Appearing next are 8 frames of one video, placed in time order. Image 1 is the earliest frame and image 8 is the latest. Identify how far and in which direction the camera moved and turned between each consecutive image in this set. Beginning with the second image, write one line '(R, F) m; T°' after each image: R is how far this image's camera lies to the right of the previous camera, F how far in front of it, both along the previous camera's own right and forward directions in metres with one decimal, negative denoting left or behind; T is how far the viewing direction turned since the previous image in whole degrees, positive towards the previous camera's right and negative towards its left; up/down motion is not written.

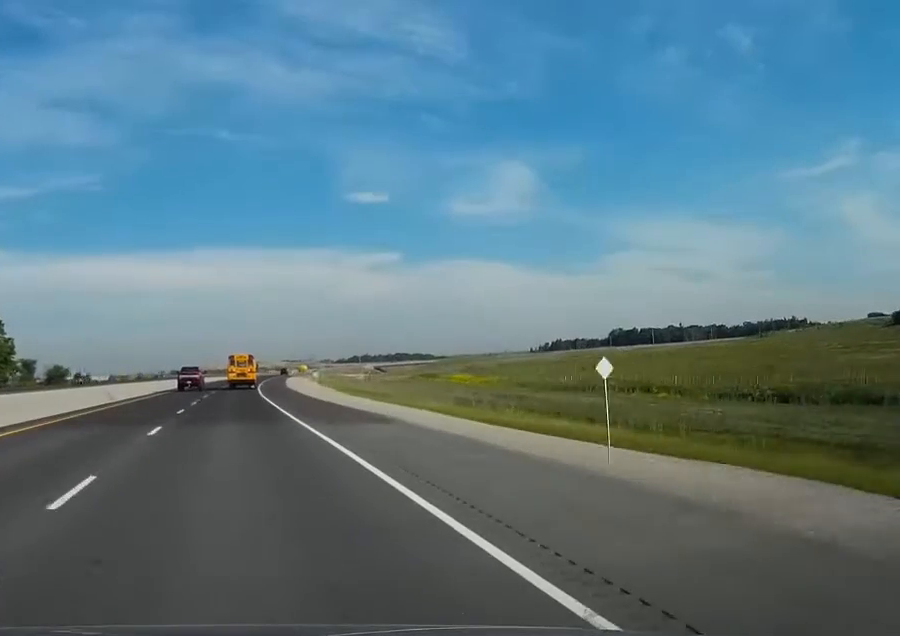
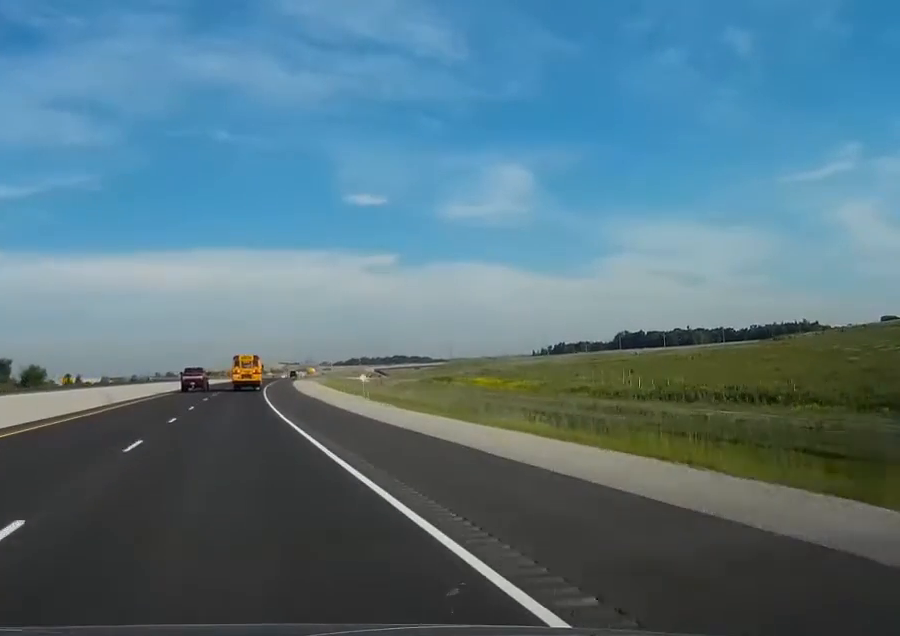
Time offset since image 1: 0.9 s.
(+0.1, +27.6) m; 0°
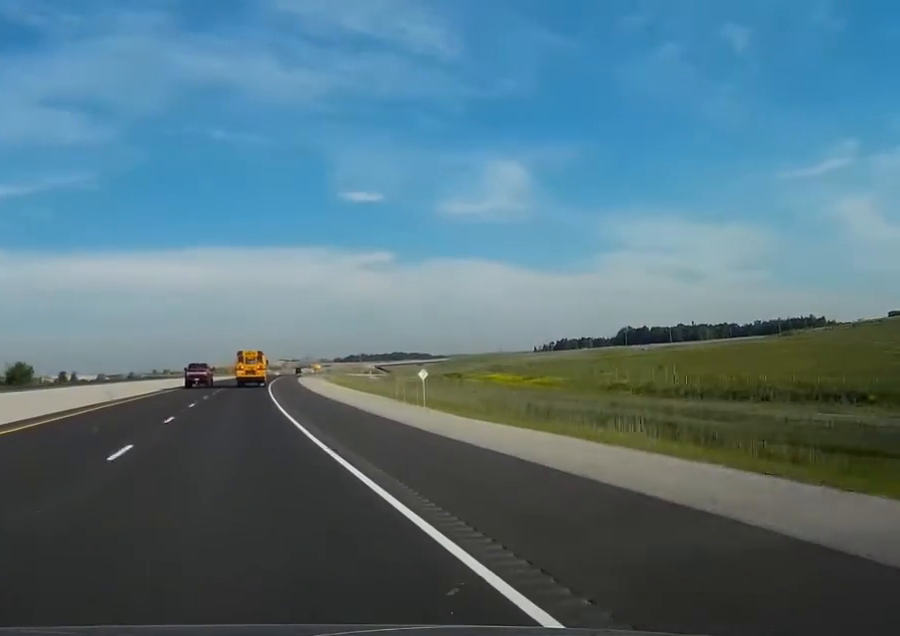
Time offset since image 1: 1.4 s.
(0.0, +14.3) m; 0°
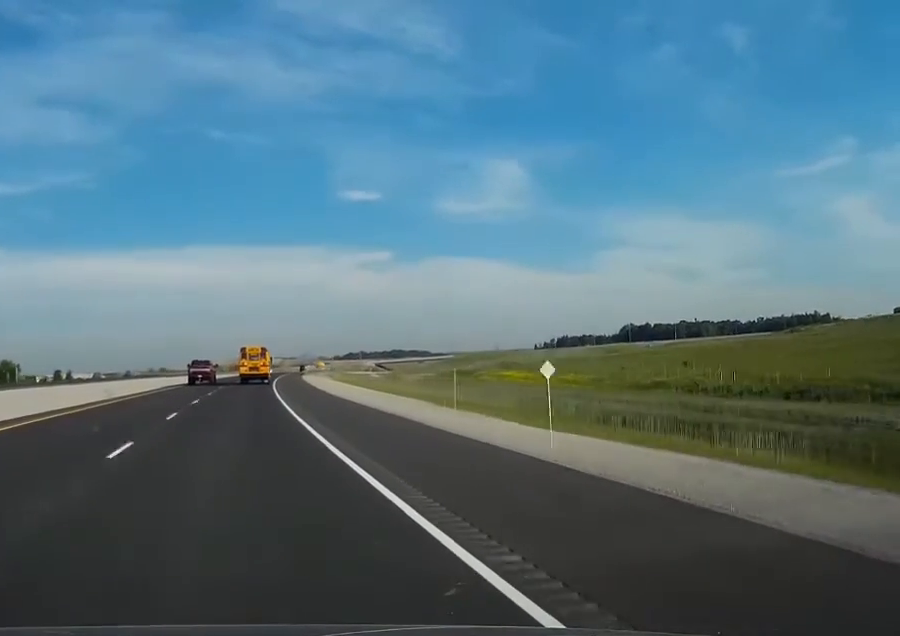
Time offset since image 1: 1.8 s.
(0.0, +12.3) m; 0°
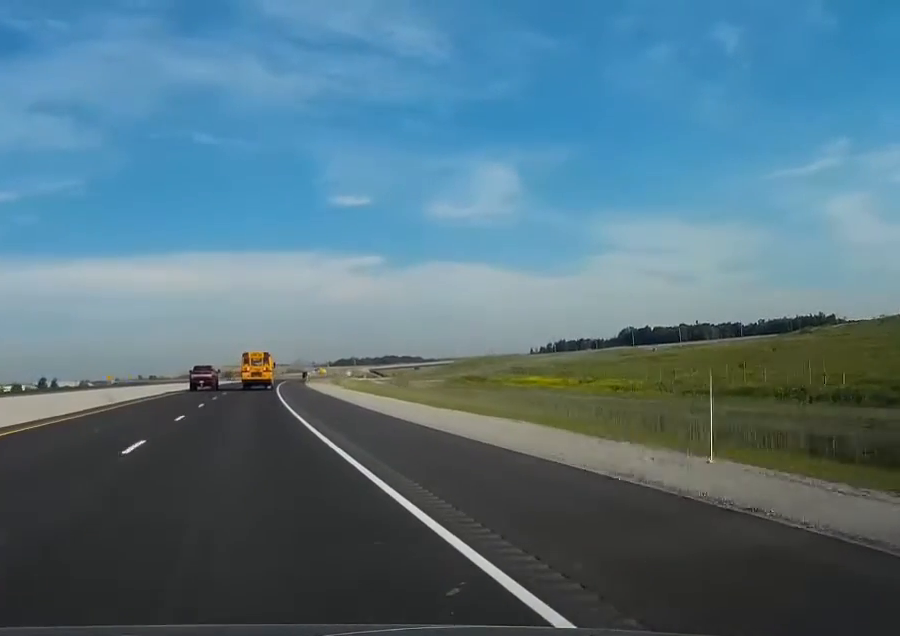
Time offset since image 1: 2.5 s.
(+0.1, +22.5) m; +1°
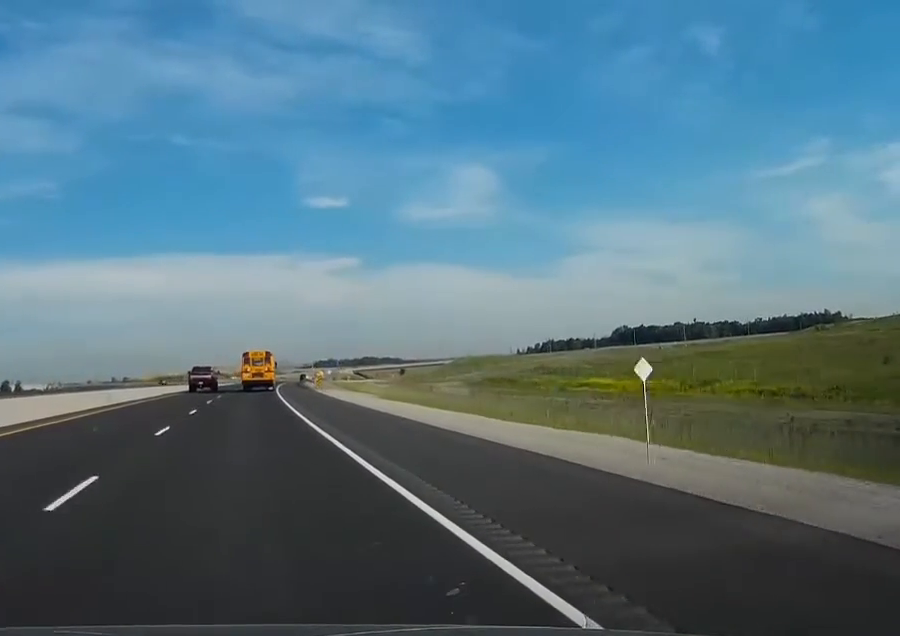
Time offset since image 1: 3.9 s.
(+0.6, +42.8) m; +1°
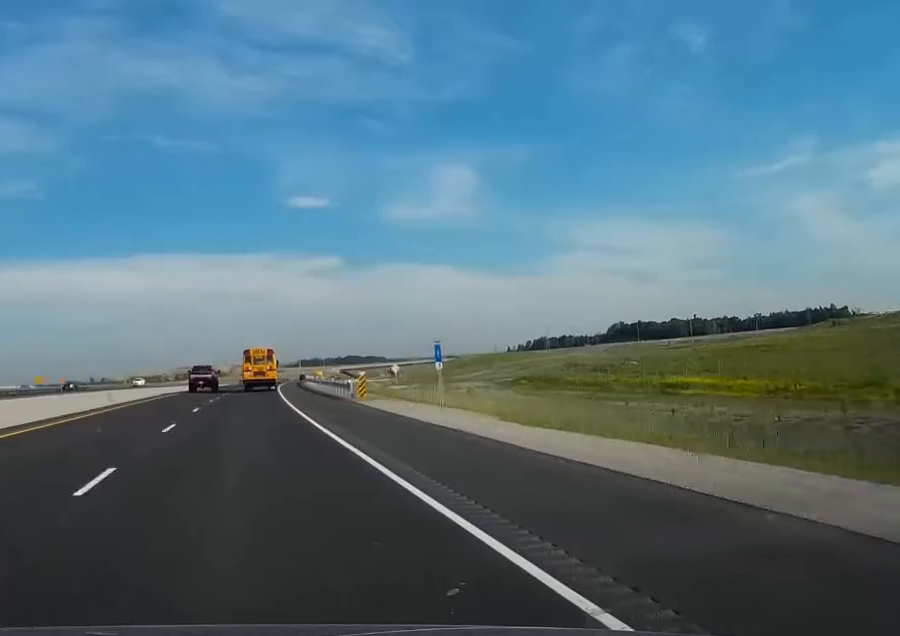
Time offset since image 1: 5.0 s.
(+0.1, +34.6) m; +1°
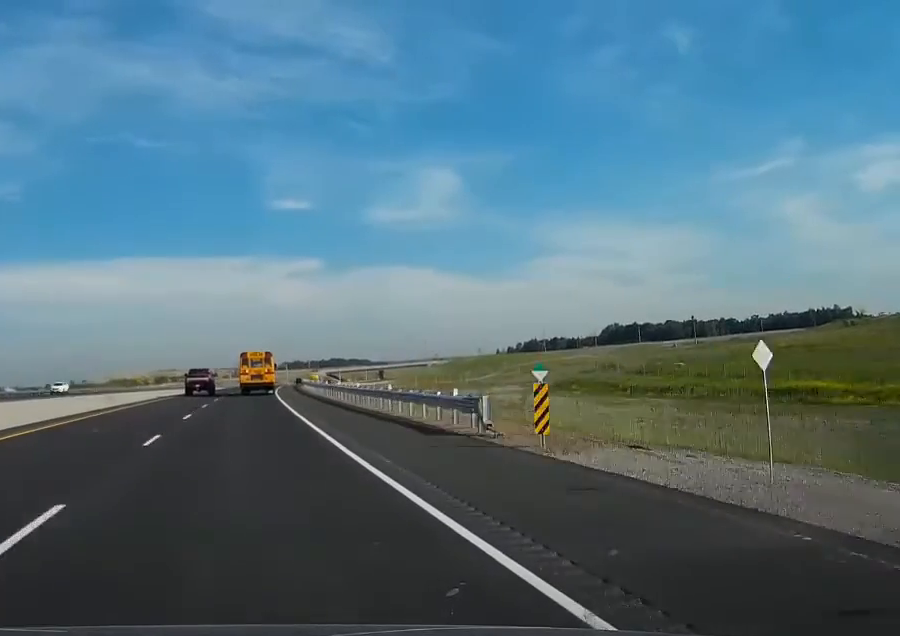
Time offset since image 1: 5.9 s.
(+0.4, +27.4) m; +1°
